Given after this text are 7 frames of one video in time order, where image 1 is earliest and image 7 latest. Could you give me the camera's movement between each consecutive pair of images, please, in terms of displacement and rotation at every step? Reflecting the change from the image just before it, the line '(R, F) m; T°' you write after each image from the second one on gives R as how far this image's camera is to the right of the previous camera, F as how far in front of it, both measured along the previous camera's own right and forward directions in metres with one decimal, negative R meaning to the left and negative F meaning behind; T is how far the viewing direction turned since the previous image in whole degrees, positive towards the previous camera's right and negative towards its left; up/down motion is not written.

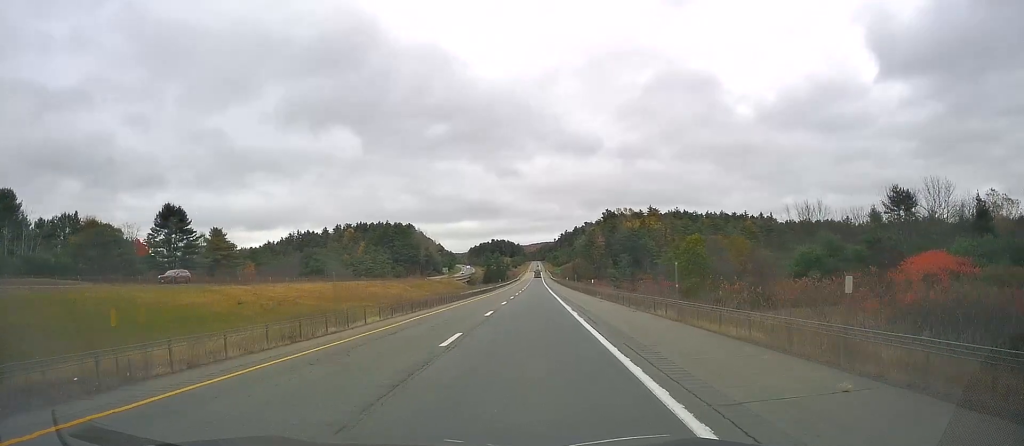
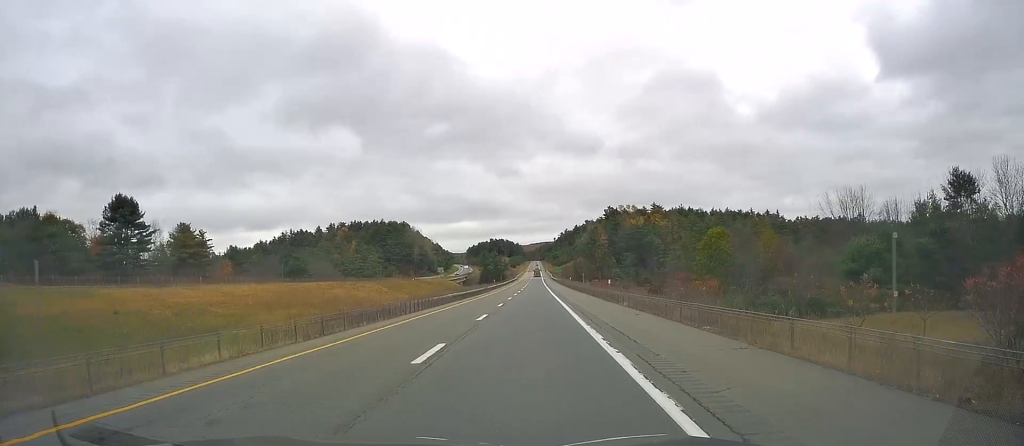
(-0.1, +14.8) m; 0°
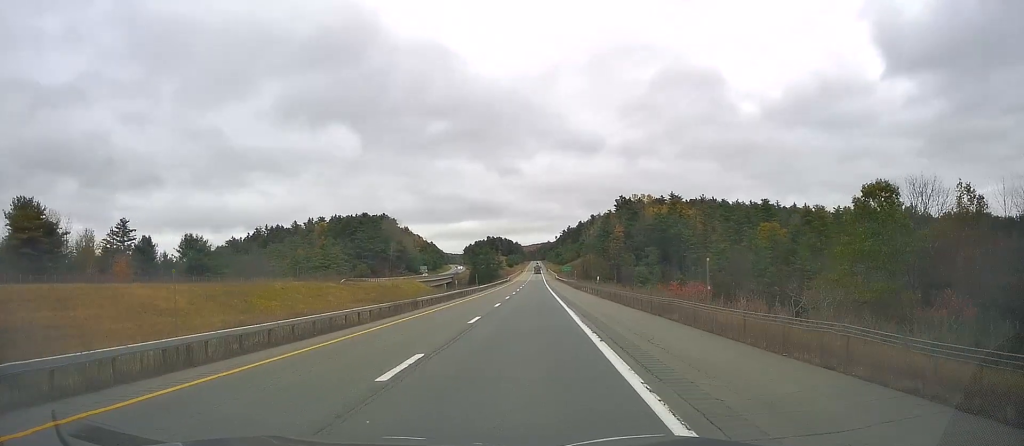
(+0.2, +50.8) m; +1°
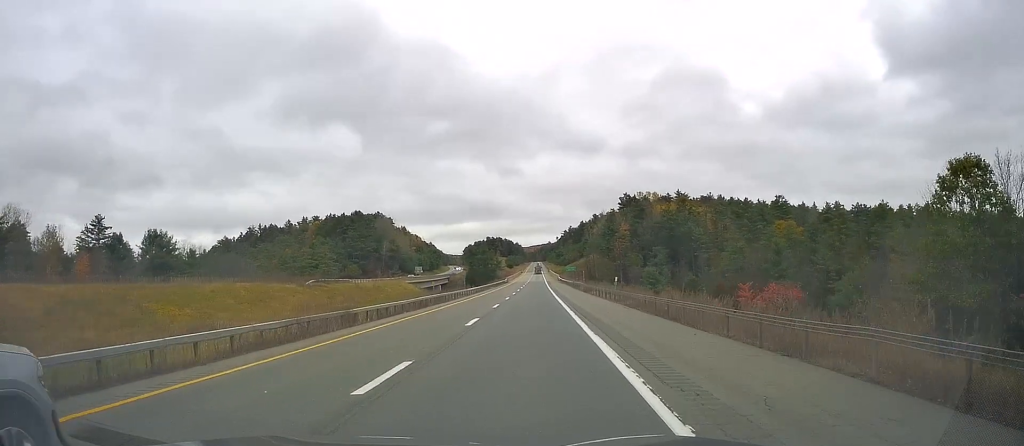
(0.0, +13.3) m; 0°
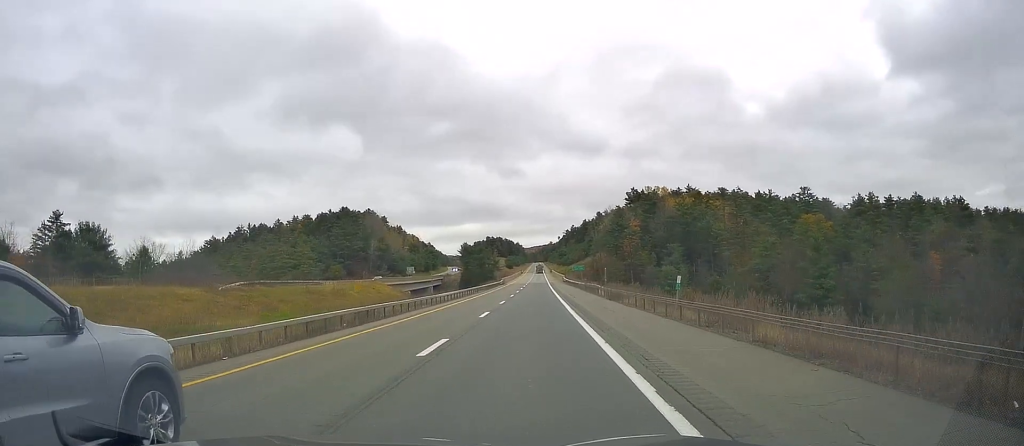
(0.0, +20.3) m; 0°
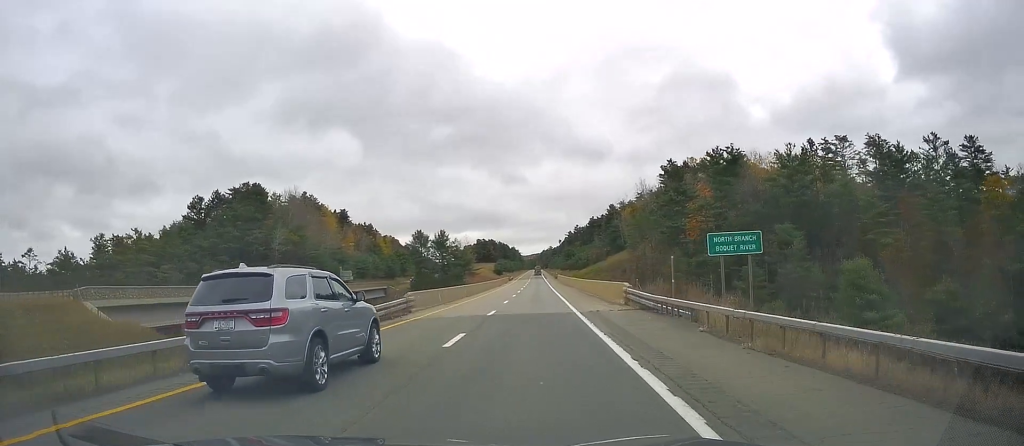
(+0.1, +84.1) m; -1°
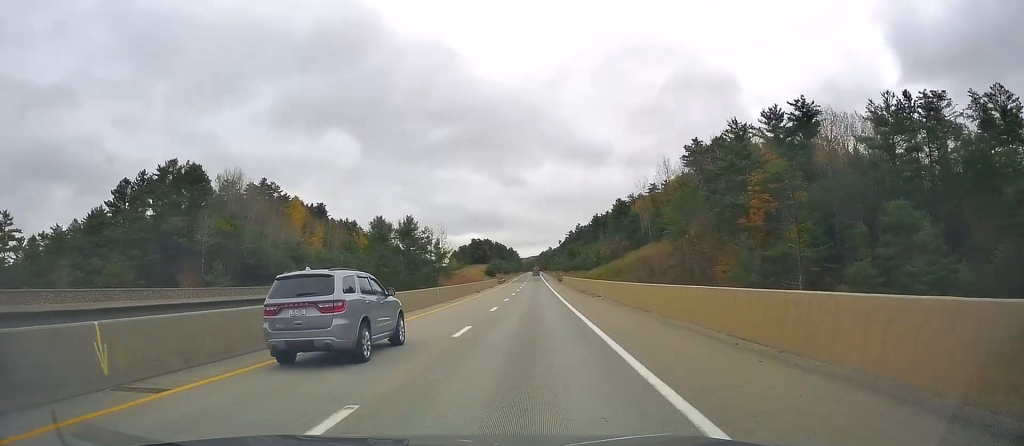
(-0.4, +34.7) m; 0°
